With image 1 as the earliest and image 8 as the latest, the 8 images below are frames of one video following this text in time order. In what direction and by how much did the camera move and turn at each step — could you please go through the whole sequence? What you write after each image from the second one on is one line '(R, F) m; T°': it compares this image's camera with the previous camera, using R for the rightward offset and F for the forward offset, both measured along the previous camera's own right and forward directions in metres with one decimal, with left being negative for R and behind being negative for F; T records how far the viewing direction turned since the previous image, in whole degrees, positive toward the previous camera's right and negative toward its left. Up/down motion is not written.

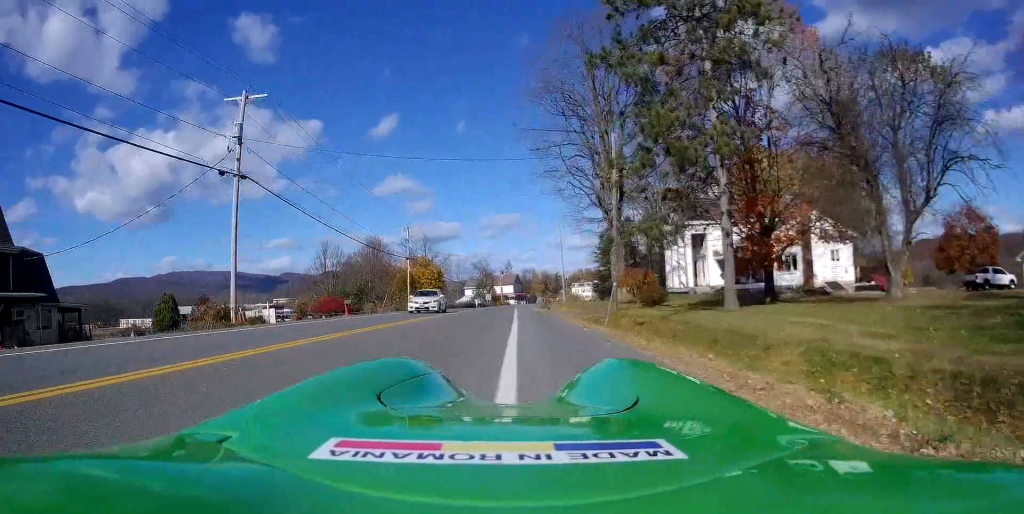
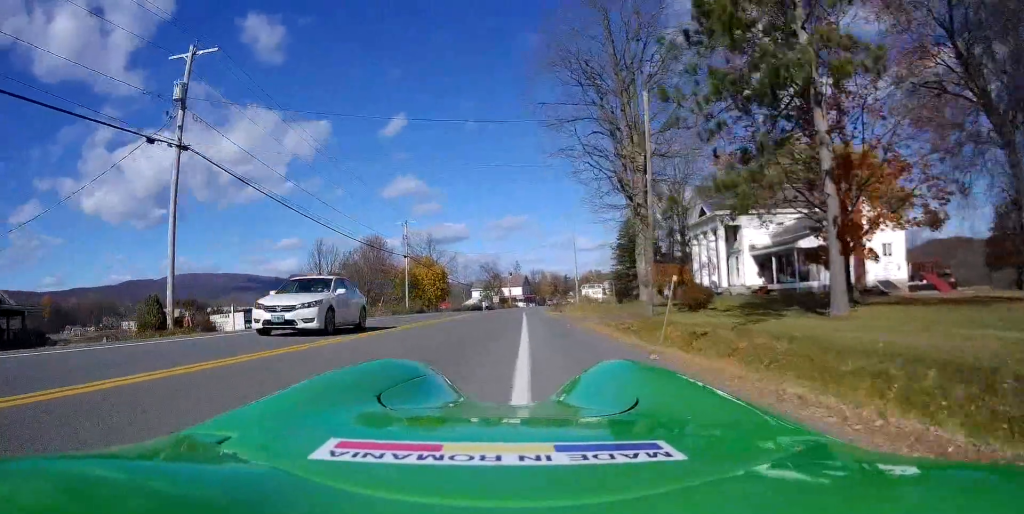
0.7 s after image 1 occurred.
(-0.2, +6.2) m; -4°
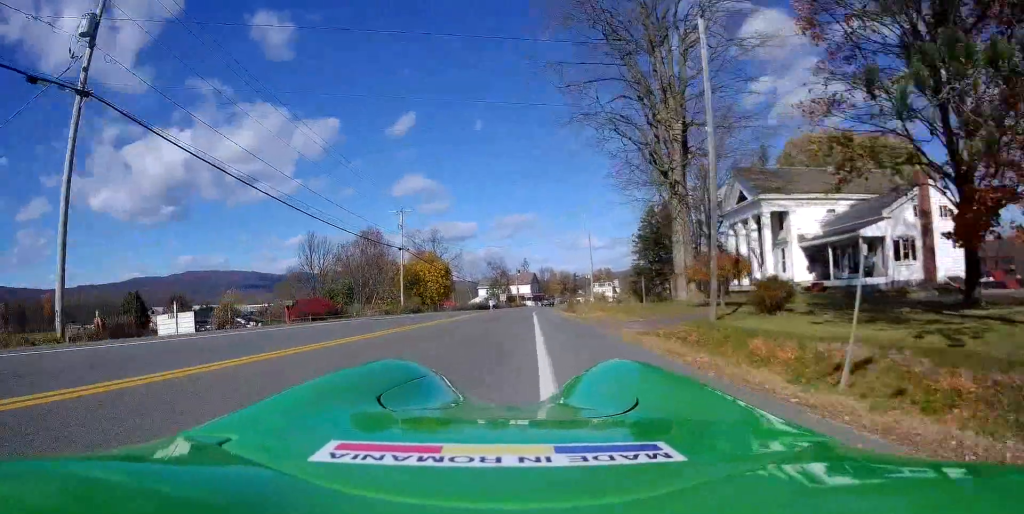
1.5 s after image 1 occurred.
(-0.3, +6.6) m; -1°
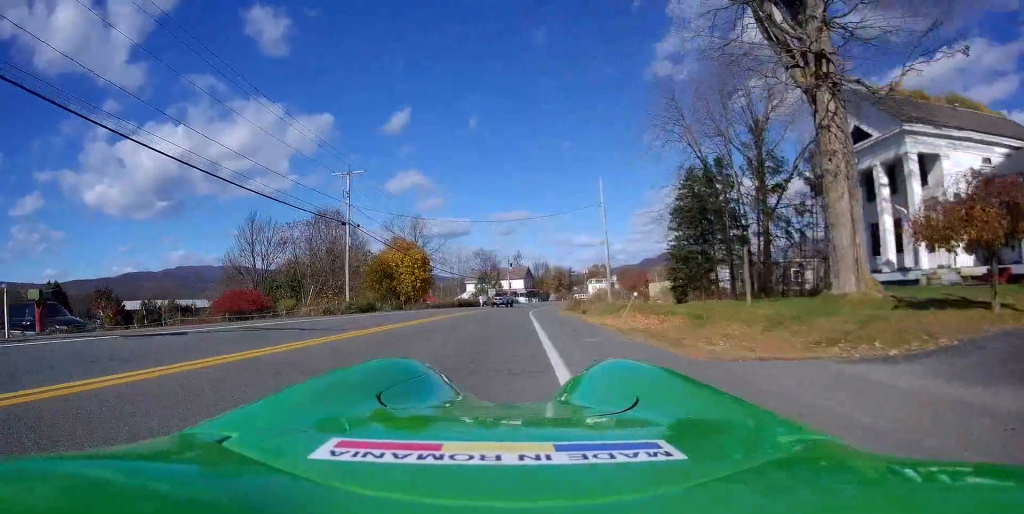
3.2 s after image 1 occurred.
(+0.3, +15.8) m; +2°
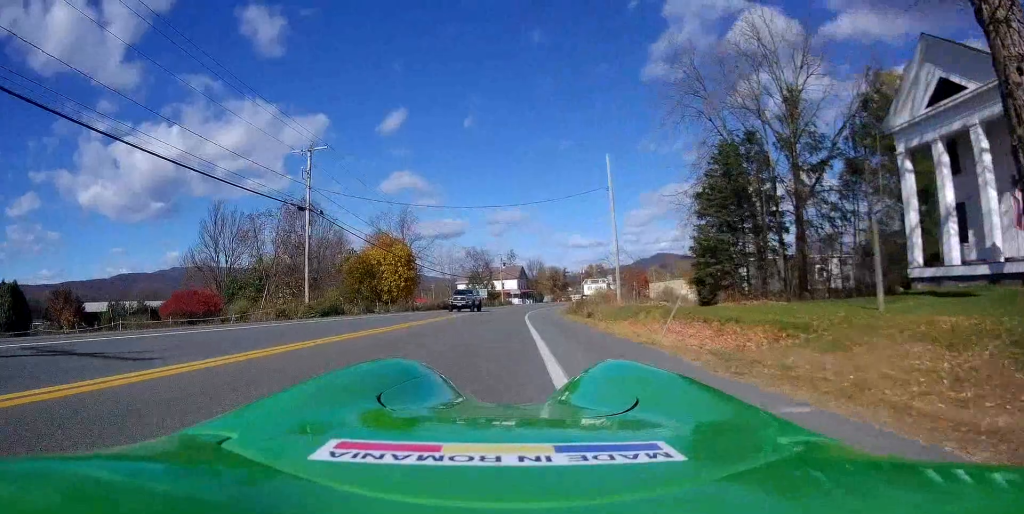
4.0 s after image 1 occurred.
(0.0, +6.7) m; 0°
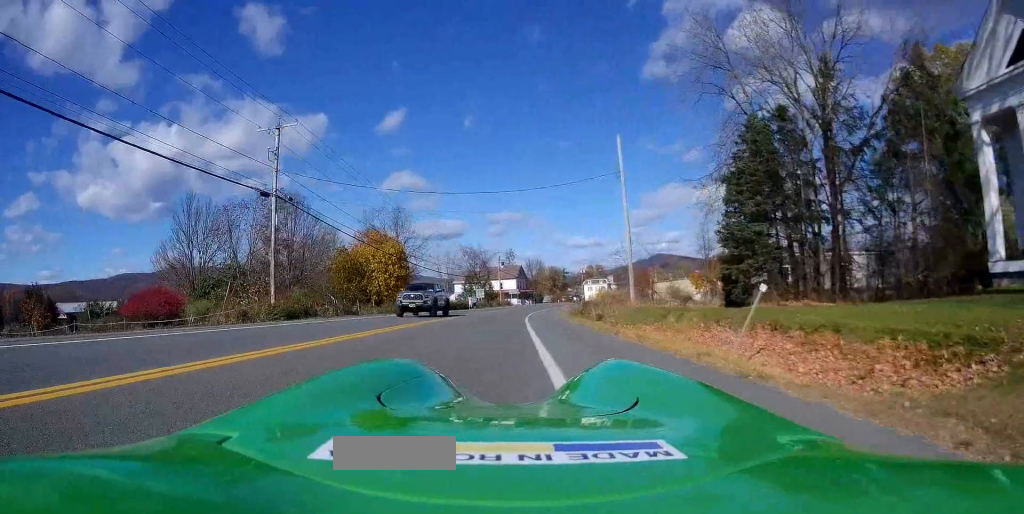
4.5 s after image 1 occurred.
(0.0, +4.9) m; 0°
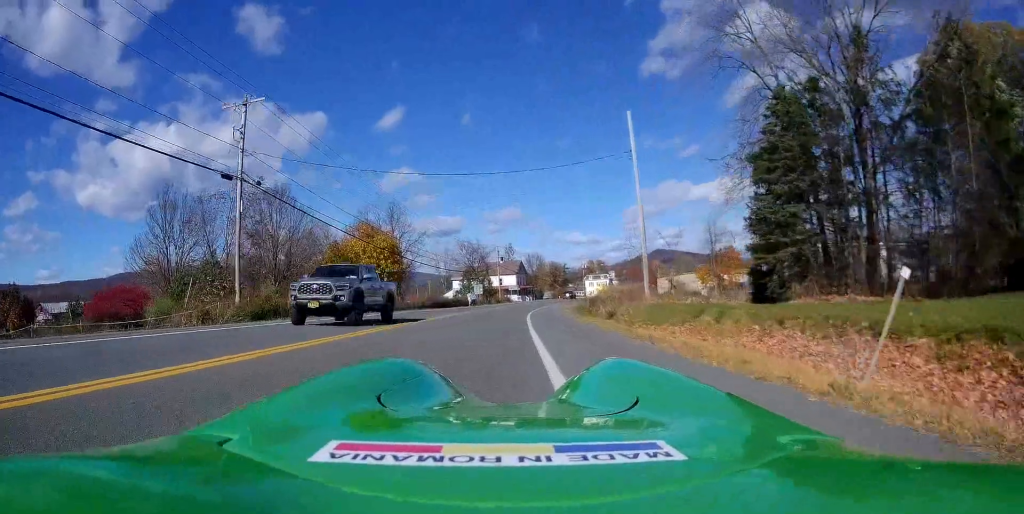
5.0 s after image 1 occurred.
(0.0, +3.8) m; 0°
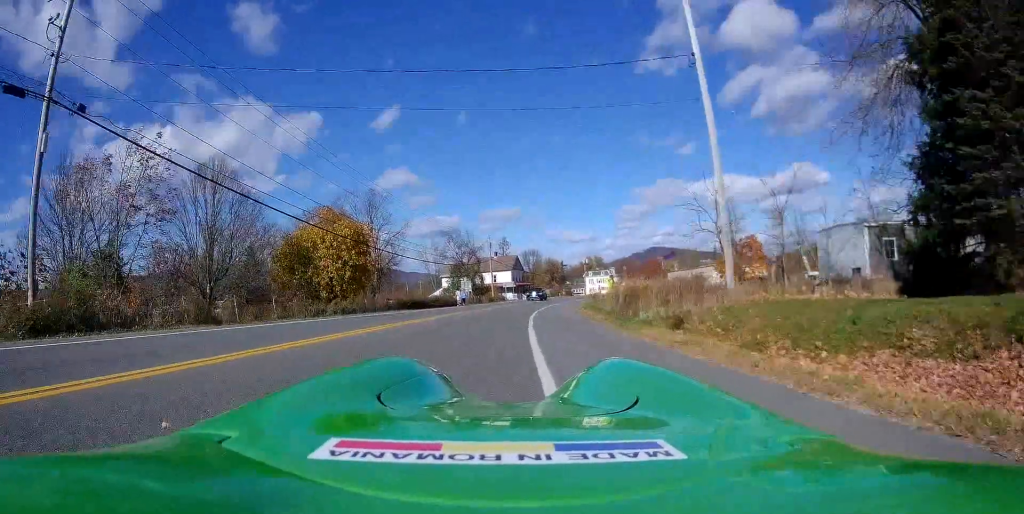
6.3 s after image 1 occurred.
(-0.3, +12.7) m; -2°
